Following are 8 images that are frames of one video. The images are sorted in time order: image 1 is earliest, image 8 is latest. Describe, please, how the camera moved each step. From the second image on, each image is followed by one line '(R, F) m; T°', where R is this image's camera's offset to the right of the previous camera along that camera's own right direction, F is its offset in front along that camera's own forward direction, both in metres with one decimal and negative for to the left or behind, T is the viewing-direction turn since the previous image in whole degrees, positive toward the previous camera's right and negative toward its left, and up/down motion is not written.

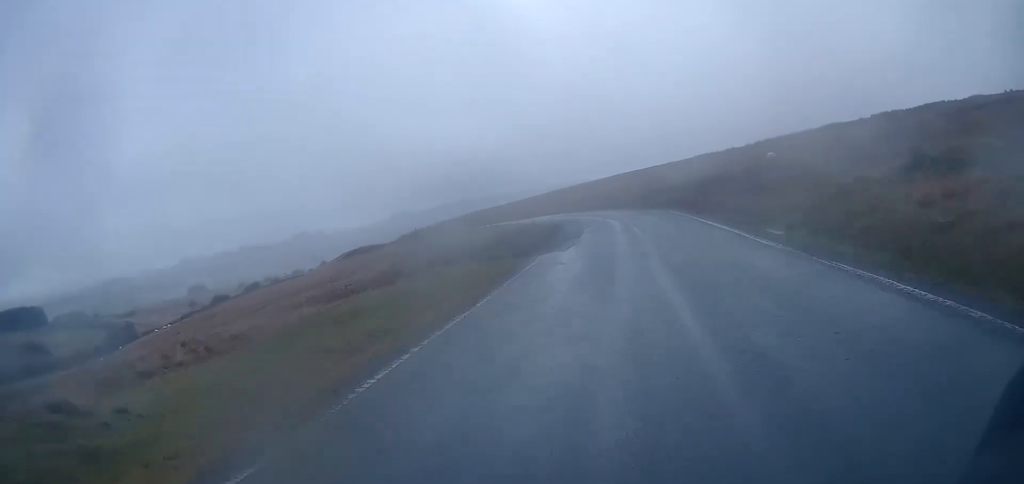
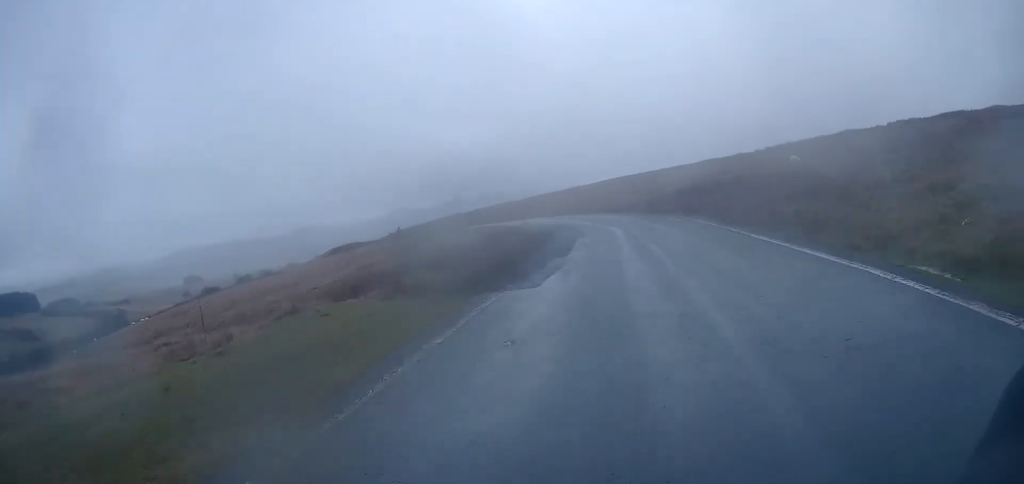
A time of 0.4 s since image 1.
(+0.1, +6.5) m; +1°
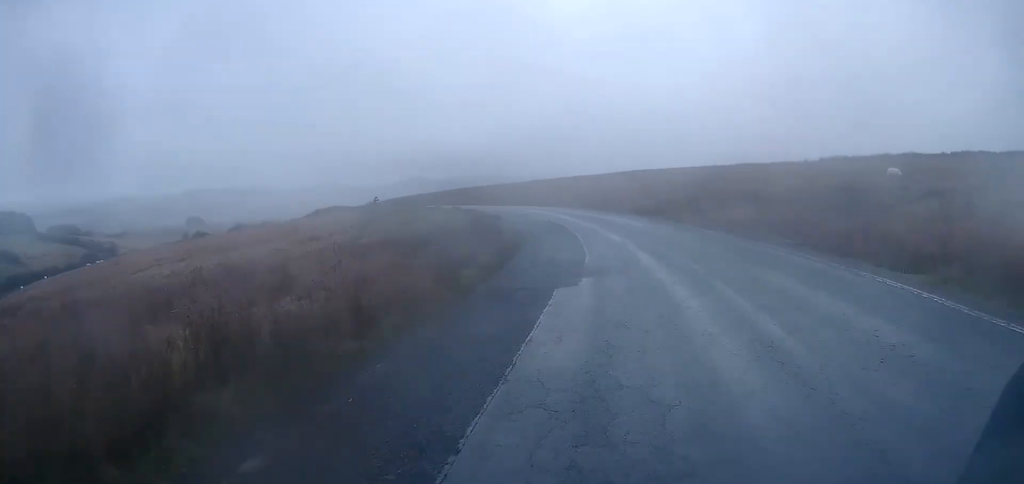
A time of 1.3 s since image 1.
(+0.2, +14.5) m; 0°
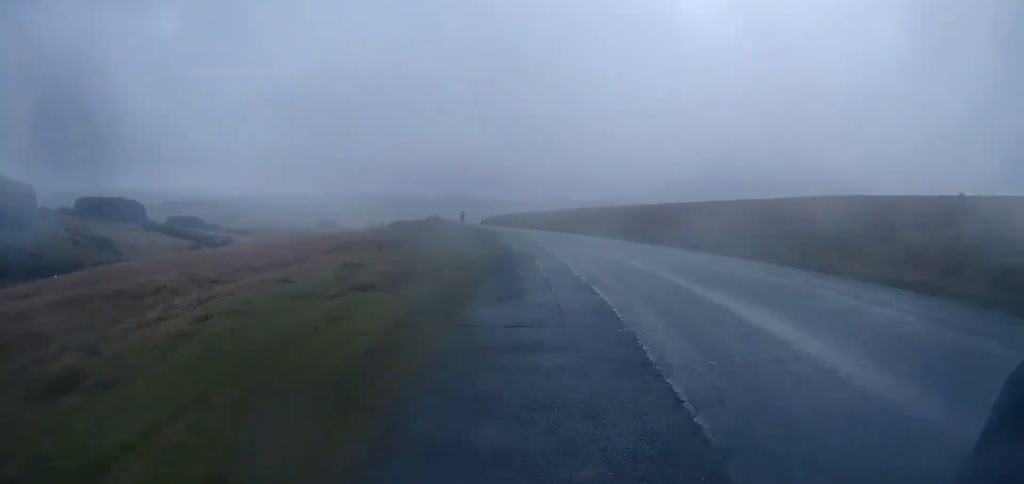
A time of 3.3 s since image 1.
(-1.9, +29.0) m; -10°
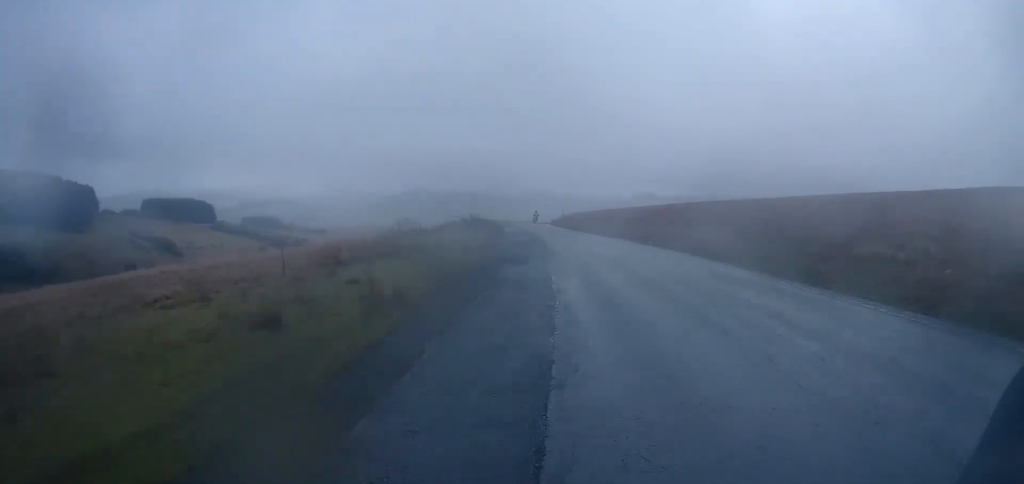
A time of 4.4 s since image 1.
(-1.0, +15.3) m; -7°
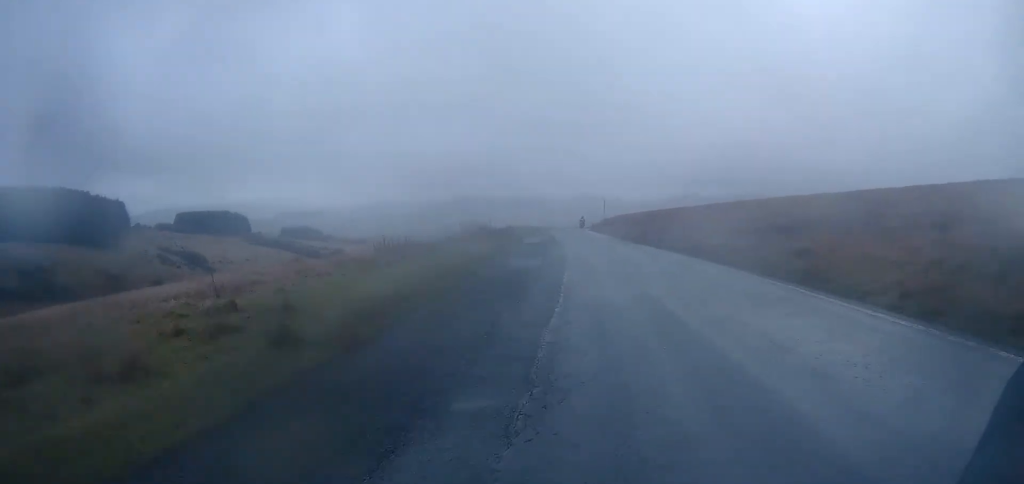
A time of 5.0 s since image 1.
(-0.3, +9.2) m; -4°
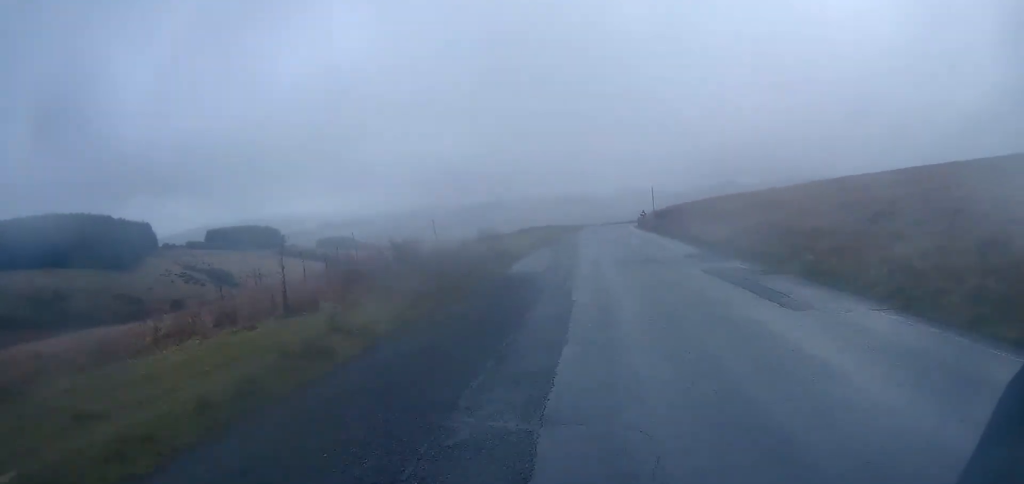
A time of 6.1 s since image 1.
(-0.8, +15.0) m; -5°
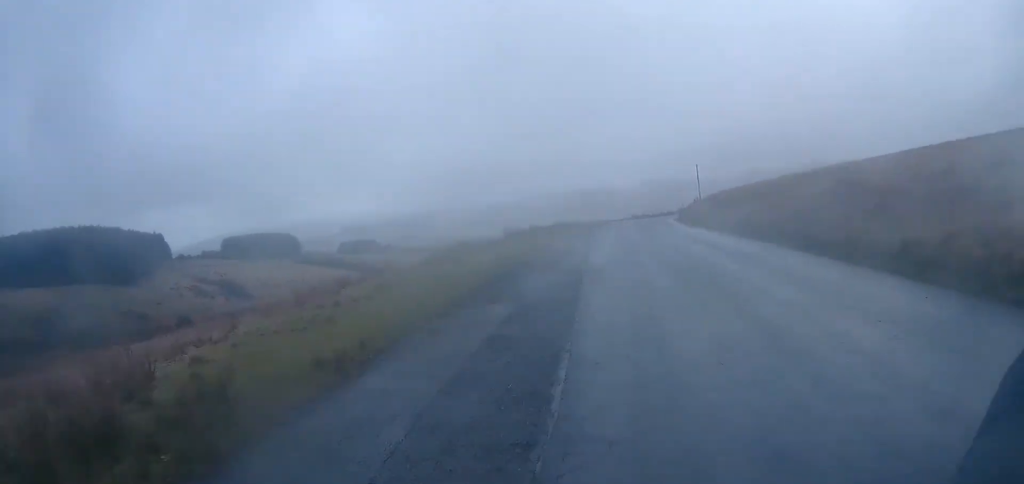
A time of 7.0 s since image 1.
(-0.3, +13.0) m; -3°
